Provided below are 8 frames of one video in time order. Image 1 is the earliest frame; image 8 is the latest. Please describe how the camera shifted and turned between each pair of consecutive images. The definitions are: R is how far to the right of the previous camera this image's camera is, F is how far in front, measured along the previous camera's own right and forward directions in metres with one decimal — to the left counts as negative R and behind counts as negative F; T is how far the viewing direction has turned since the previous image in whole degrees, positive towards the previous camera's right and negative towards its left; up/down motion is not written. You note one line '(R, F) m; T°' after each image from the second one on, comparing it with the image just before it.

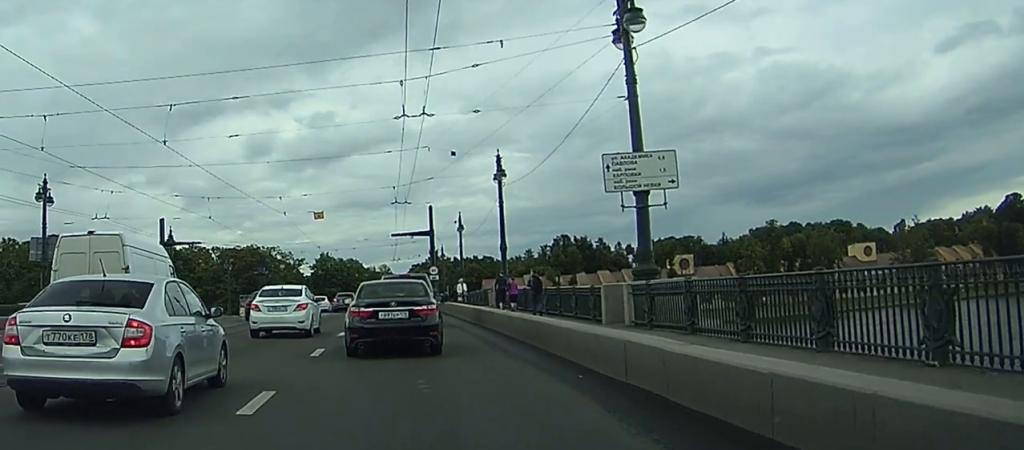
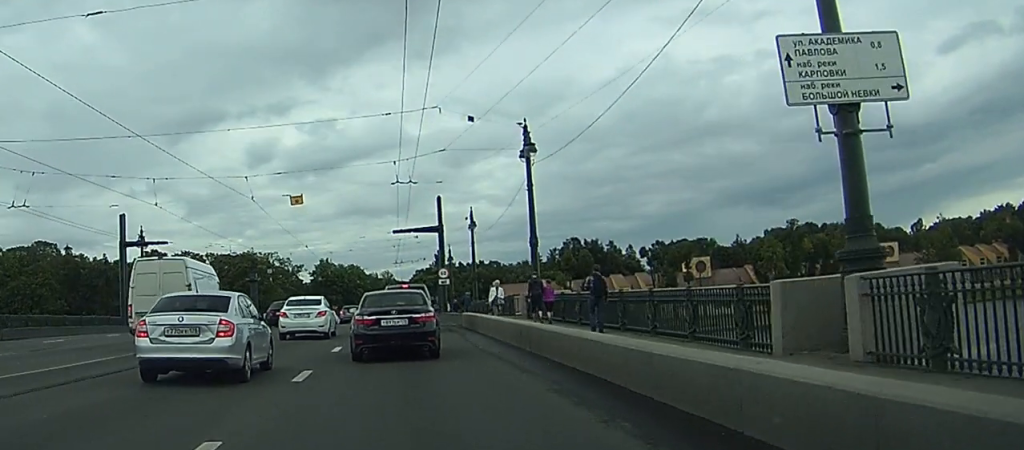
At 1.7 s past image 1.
(0.0, +11.7) m; -1°
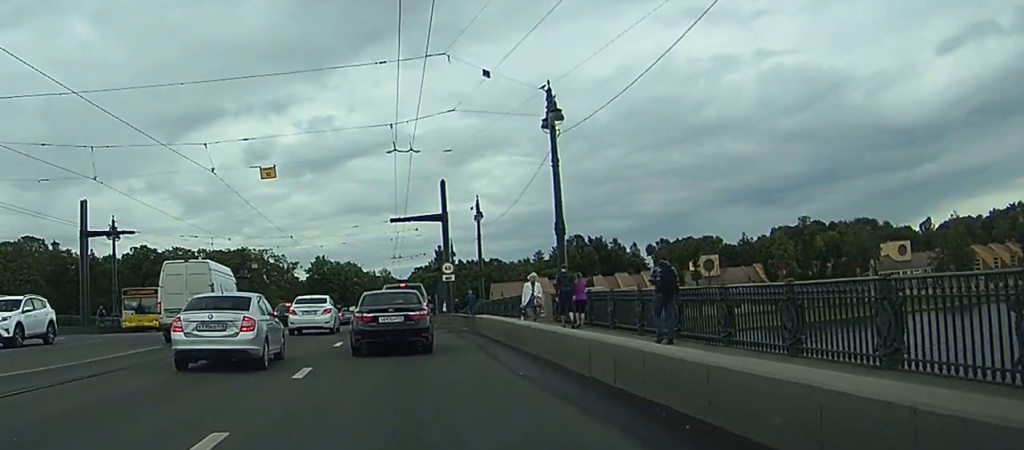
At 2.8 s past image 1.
(0.0, +7.3) m; +1°
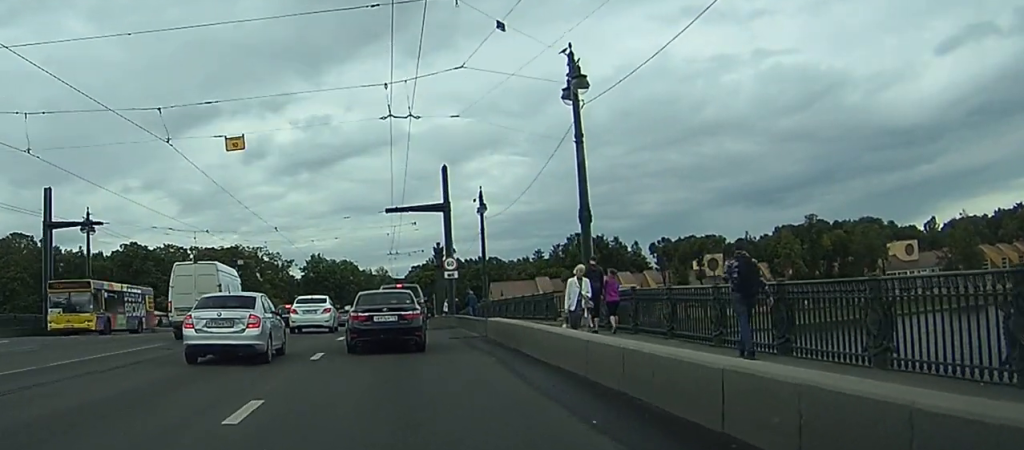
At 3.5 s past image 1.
(+0.1, +5.1) m; +1°
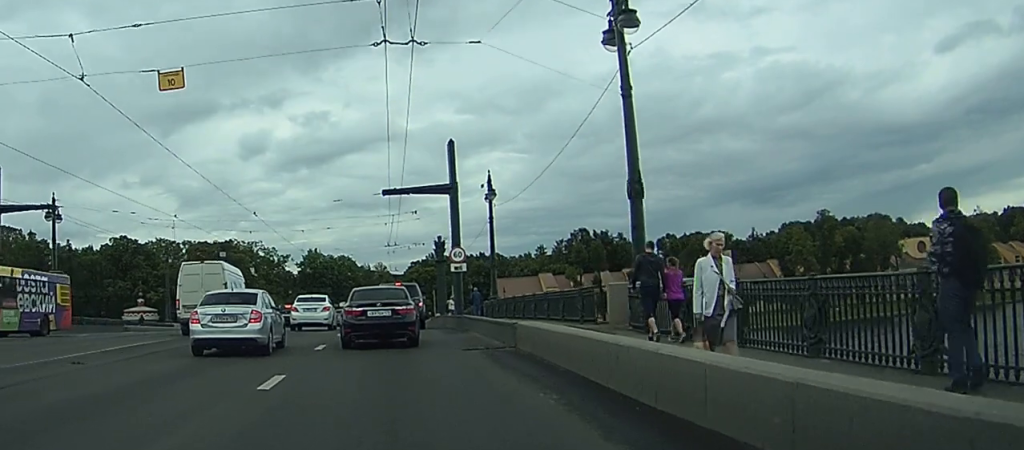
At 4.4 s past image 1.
(0.0, +6.1) m; 0°
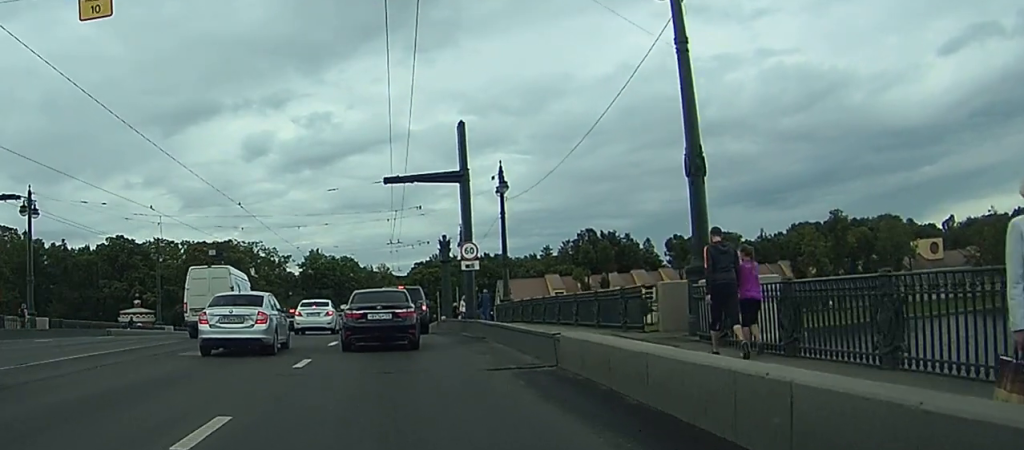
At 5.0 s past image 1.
(-0.1, +4.3) m; 0°
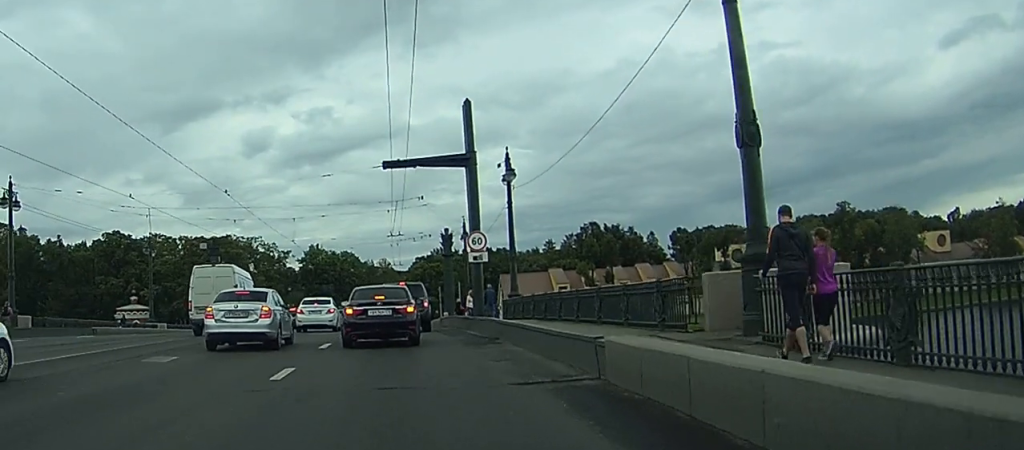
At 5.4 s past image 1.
(0.0, +2.9) m; 0°
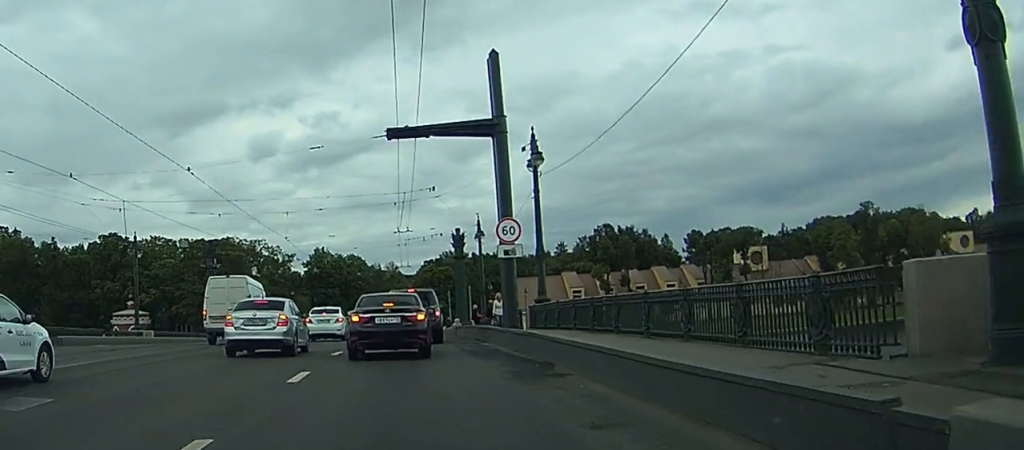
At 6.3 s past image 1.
(0.0, +7.0) m; -1°
